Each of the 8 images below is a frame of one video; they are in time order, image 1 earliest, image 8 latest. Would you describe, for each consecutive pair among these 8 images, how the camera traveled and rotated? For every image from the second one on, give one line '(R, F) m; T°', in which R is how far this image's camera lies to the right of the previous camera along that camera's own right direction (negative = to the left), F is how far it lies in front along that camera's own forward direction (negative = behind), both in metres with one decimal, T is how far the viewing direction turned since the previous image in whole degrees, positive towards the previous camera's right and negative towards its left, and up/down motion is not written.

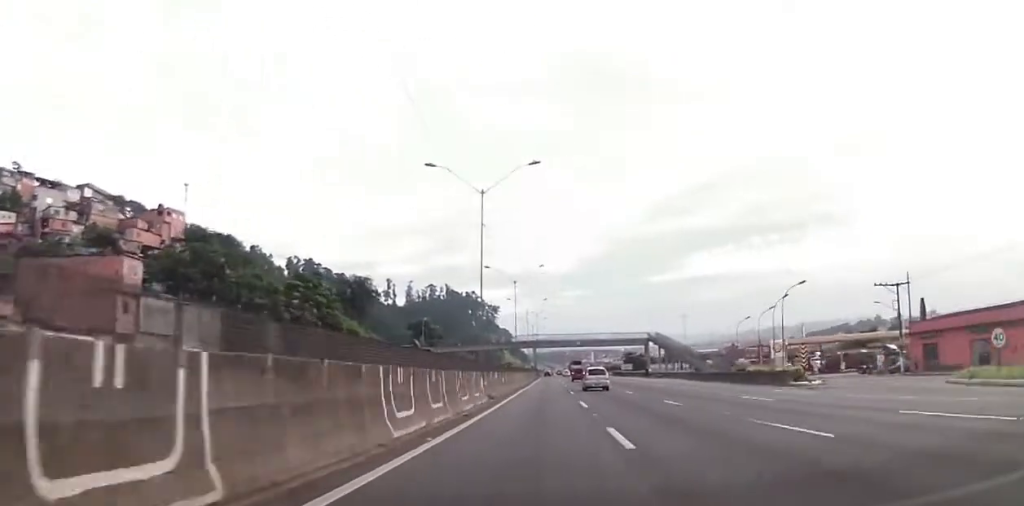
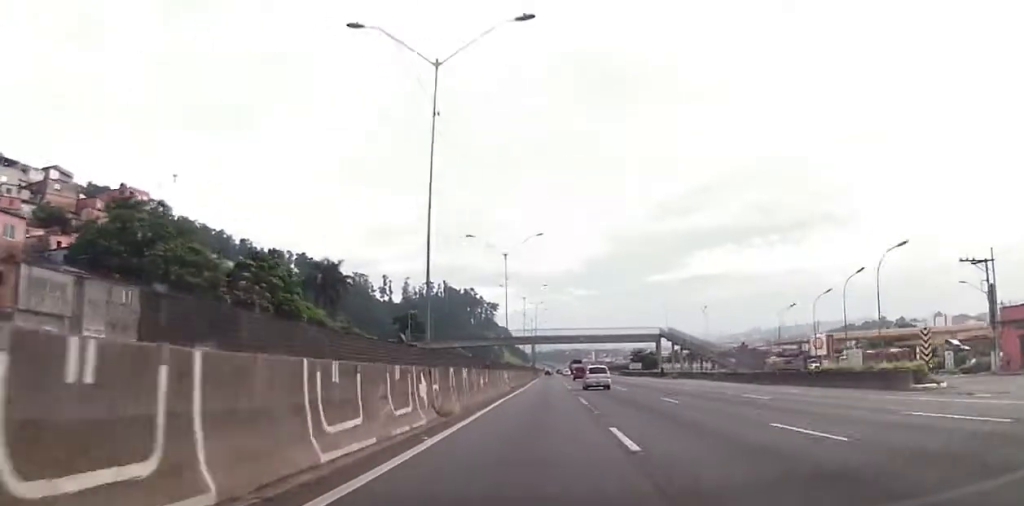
(+0.2, +15.8) m; 0°
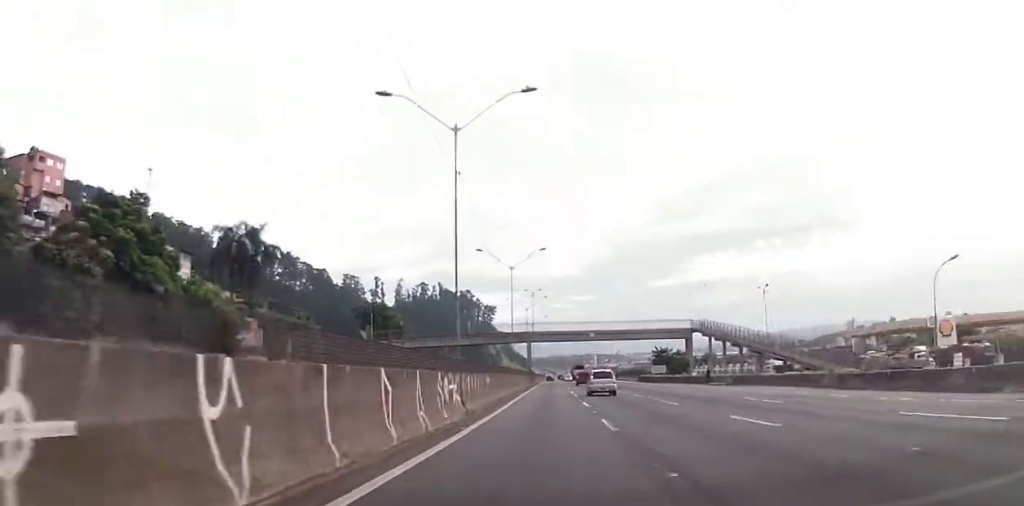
(0.0, +29.8) m; 0°
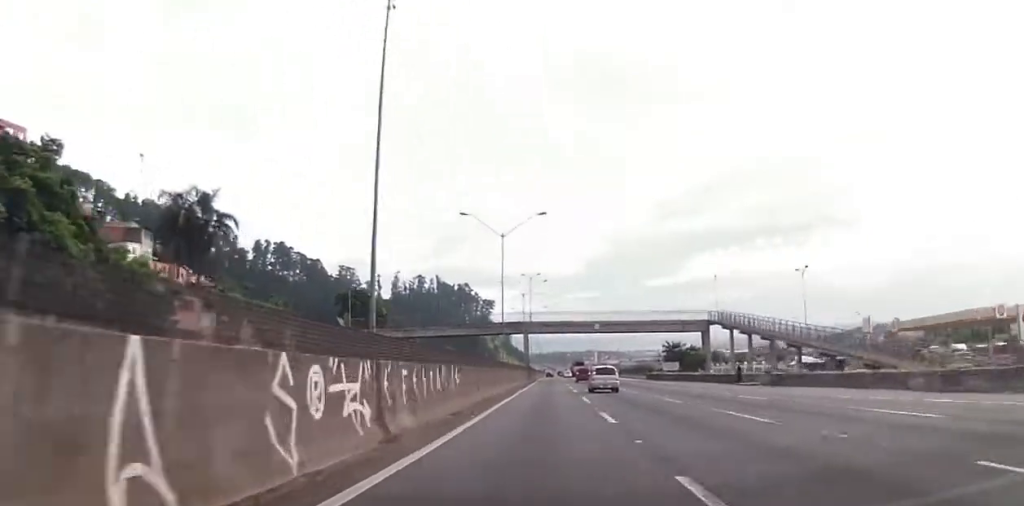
(-0.2, +12.1) m; 0°
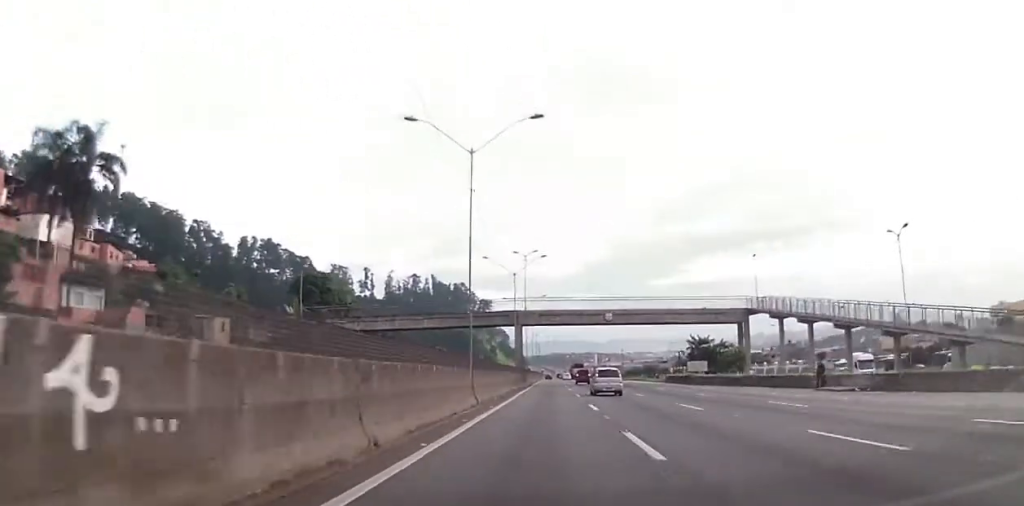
(+0.3, +19.6) m; 0°
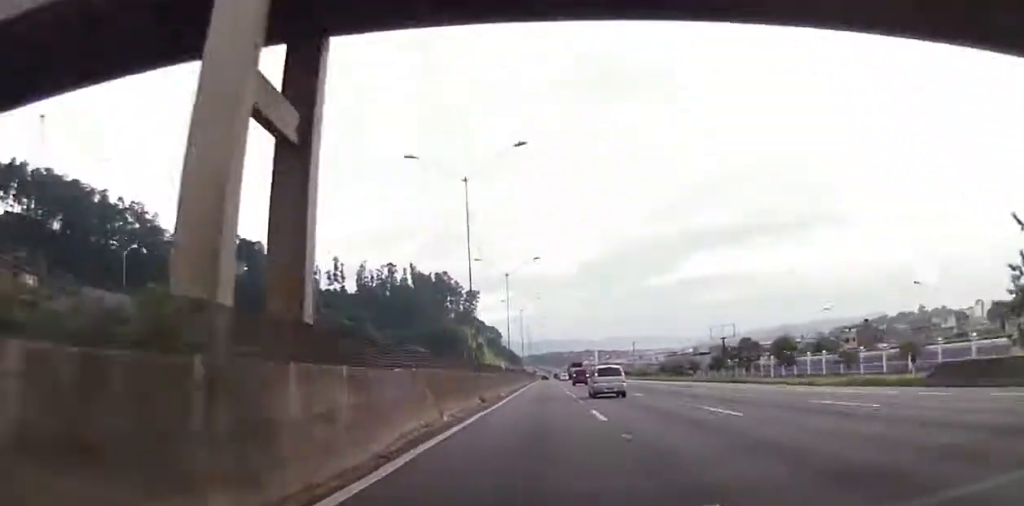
(+0.5, +66.4) m; 0°
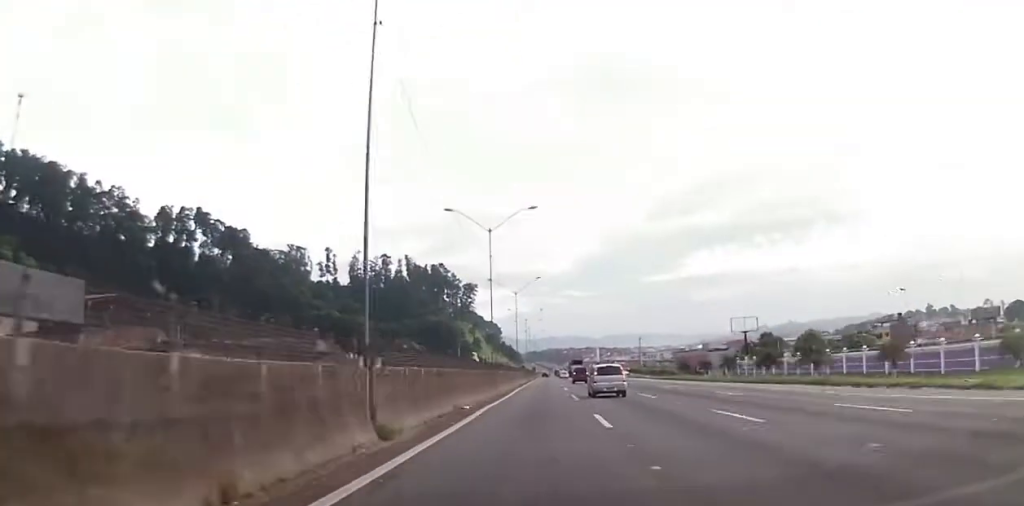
(-0.3, +19.3) m; 0°
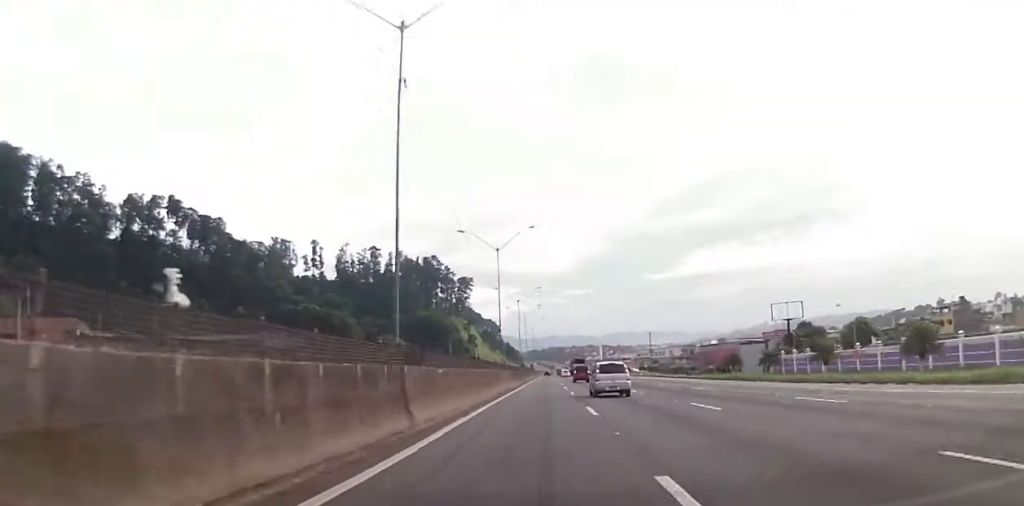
(+0.2, +28.5) m; +1°
